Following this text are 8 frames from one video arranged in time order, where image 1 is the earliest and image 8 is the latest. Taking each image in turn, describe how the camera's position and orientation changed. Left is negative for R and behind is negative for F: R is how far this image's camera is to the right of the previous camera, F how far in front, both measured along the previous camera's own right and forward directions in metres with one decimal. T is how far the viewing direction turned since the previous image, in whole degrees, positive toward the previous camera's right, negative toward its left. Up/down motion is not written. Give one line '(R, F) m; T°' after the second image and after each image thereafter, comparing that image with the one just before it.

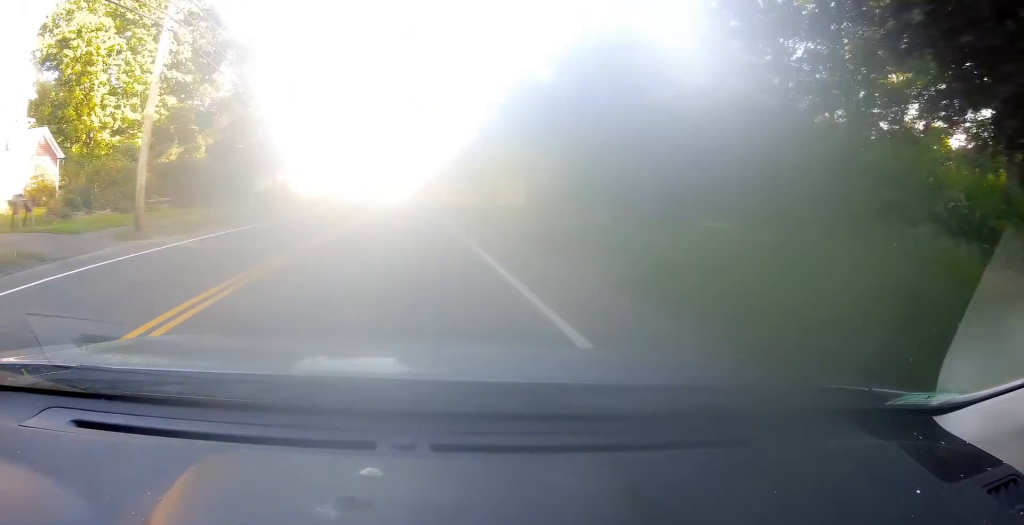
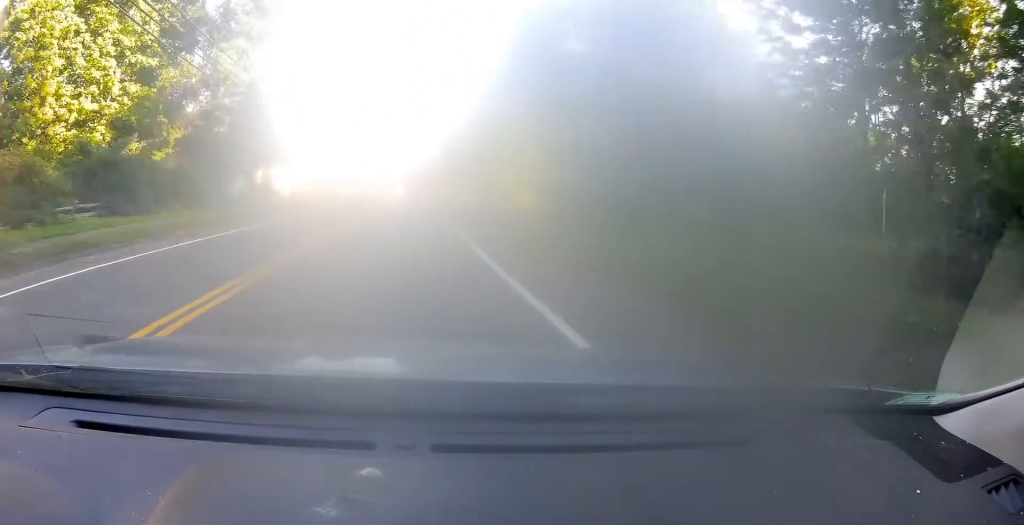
(+0.2, +7.5) m; 0°
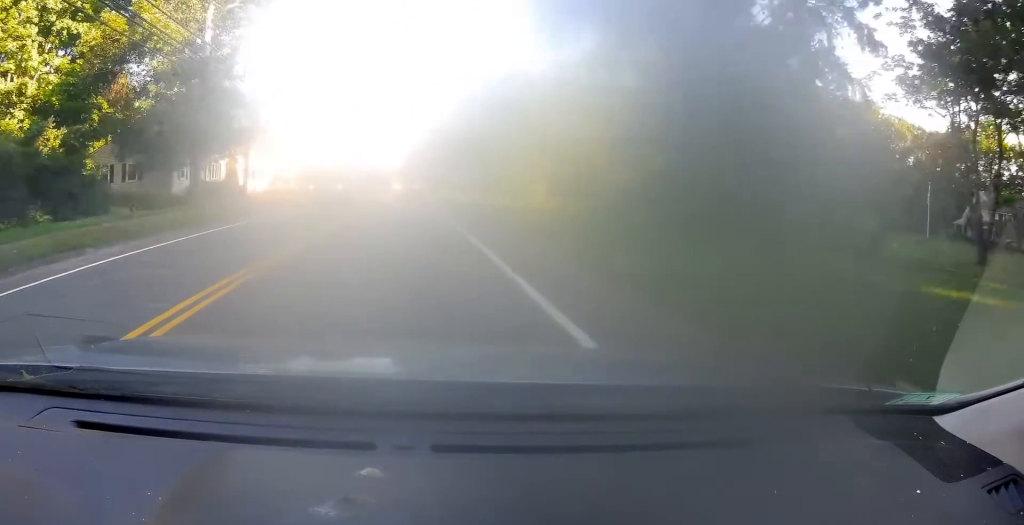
(-0.4, +11.3) m; -1°
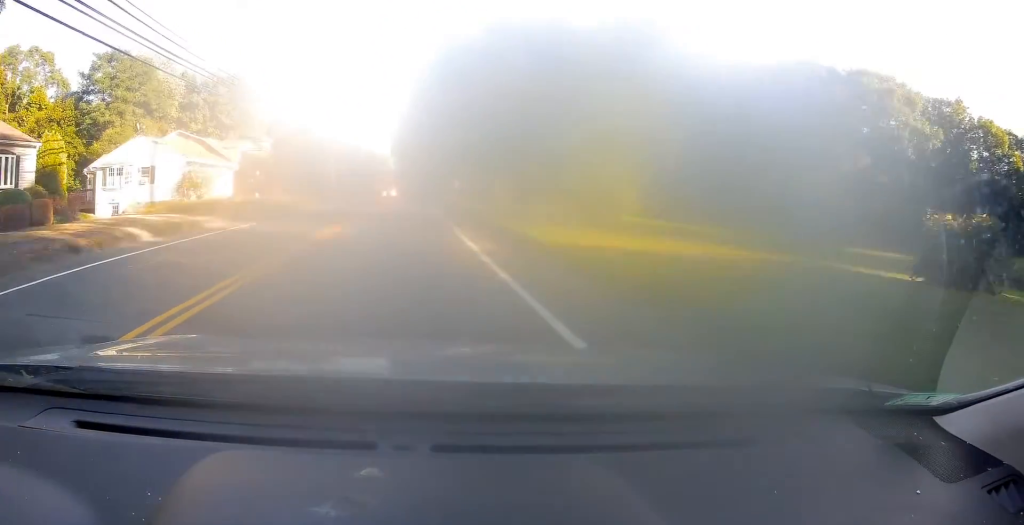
(0.0, +26.6) m; +1°
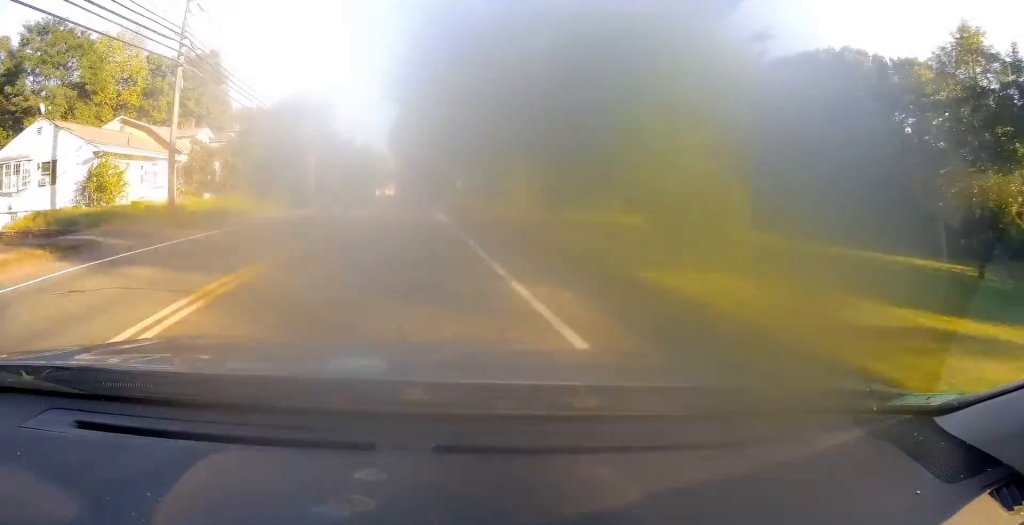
(0.0, +12.2) m; 0°
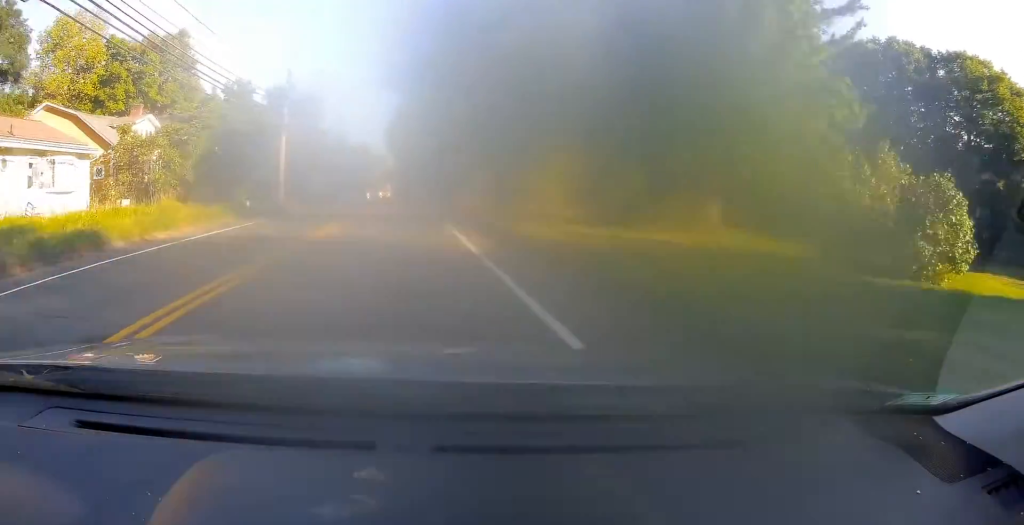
(0.0, +10.5) m; 0°
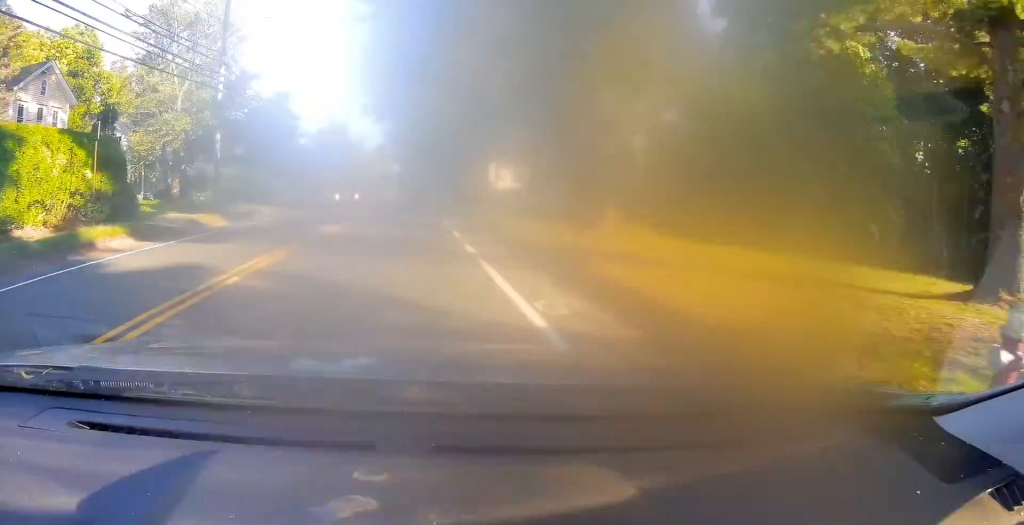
(+0.4, +46.8) m; -1°
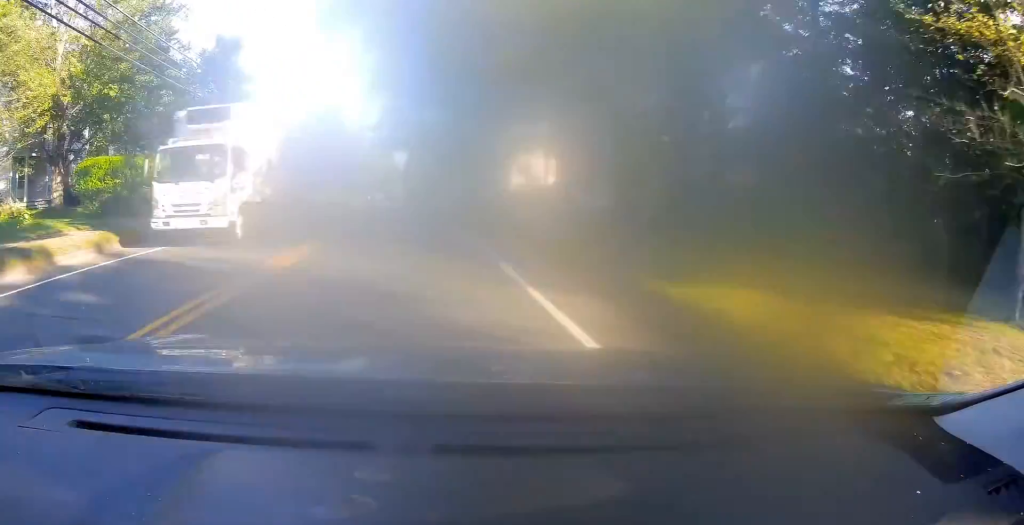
(-0.3, +18.8) m; +1°
